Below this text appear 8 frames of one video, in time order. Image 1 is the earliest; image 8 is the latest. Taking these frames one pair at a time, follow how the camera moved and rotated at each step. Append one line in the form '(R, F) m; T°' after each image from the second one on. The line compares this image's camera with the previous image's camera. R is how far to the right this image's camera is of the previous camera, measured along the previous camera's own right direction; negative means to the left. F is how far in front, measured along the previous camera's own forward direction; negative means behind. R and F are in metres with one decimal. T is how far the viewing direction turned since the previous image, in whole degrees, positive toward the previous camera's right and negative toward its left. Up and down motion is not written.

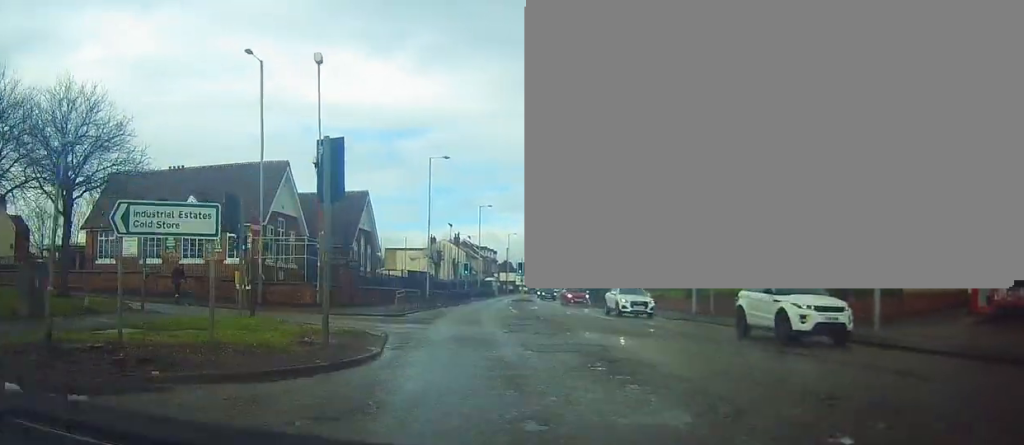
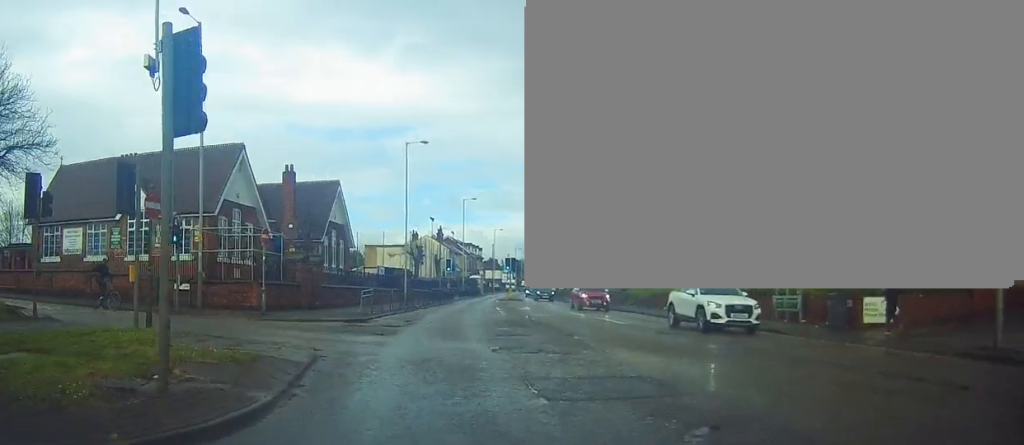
(0.0, +5.4) m; -1°
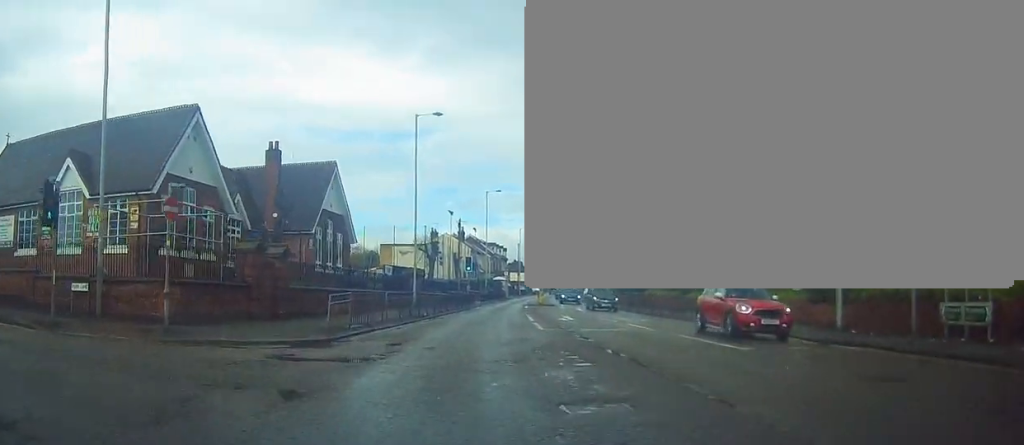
(-0.2, +9.4) m; -1°
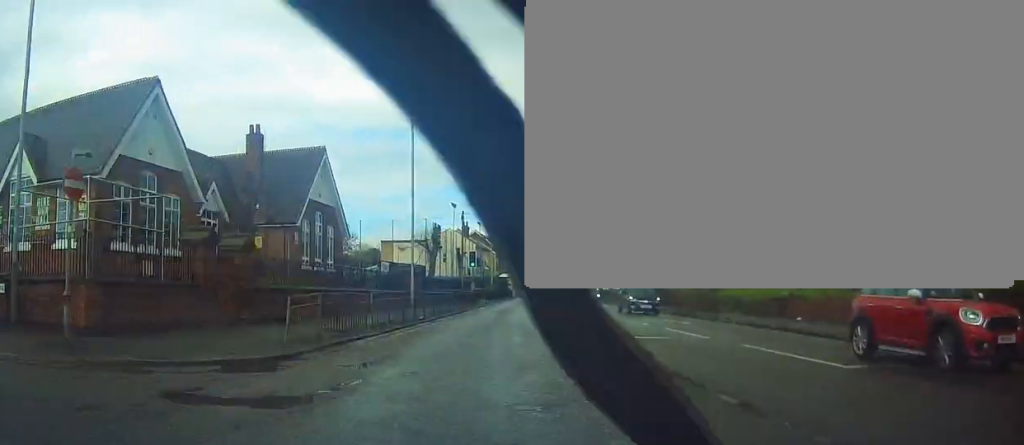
(0.0, +4.3) m; +1°
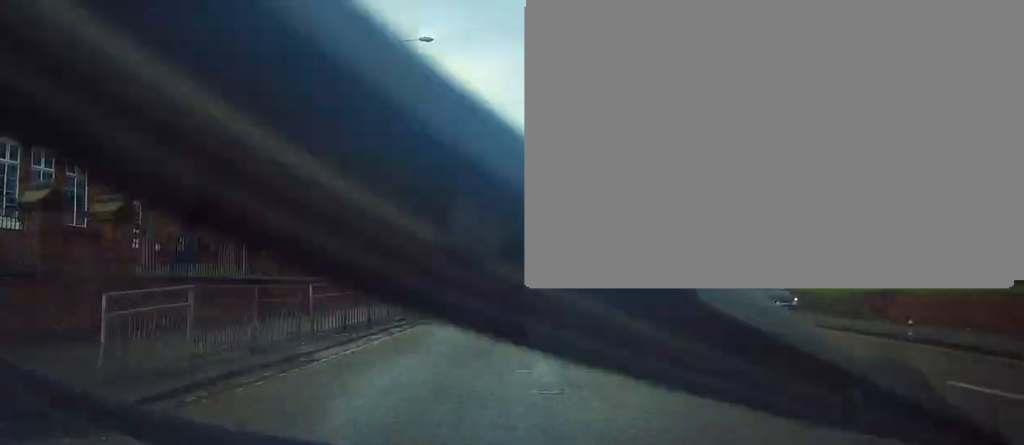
(+0.1, +7.1) m; 0°
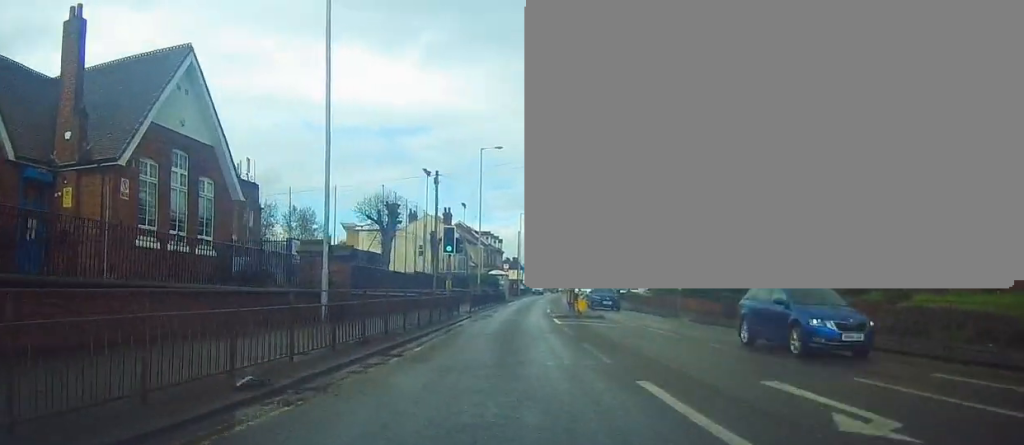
(-0.1, +10.9) m; +1°
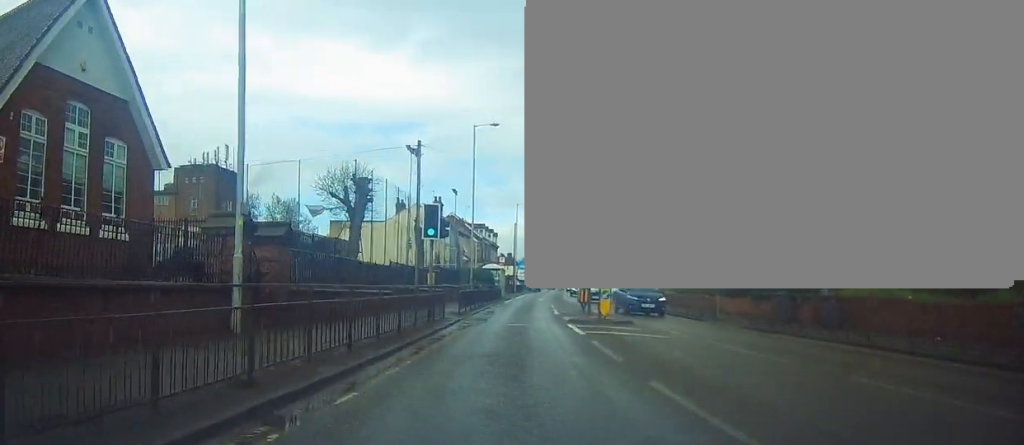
(+0.1, +6.5) m; +1°
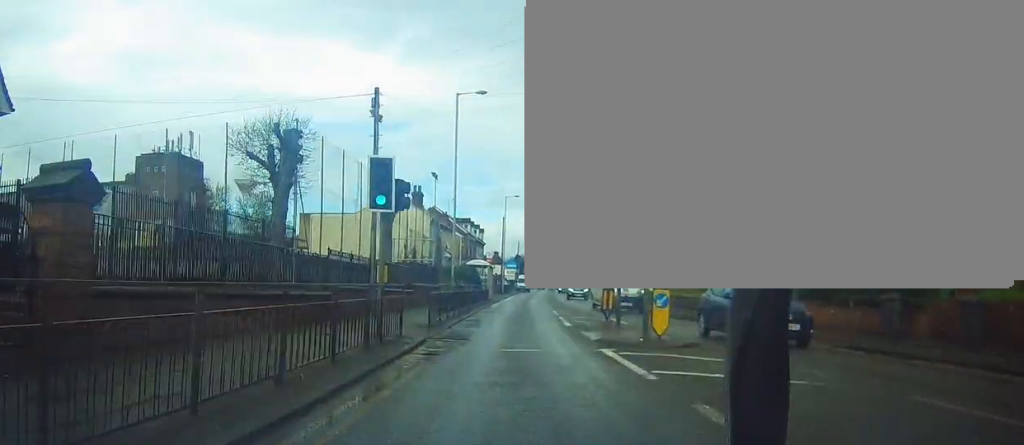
(+0.3, +8.0) m; +1°
